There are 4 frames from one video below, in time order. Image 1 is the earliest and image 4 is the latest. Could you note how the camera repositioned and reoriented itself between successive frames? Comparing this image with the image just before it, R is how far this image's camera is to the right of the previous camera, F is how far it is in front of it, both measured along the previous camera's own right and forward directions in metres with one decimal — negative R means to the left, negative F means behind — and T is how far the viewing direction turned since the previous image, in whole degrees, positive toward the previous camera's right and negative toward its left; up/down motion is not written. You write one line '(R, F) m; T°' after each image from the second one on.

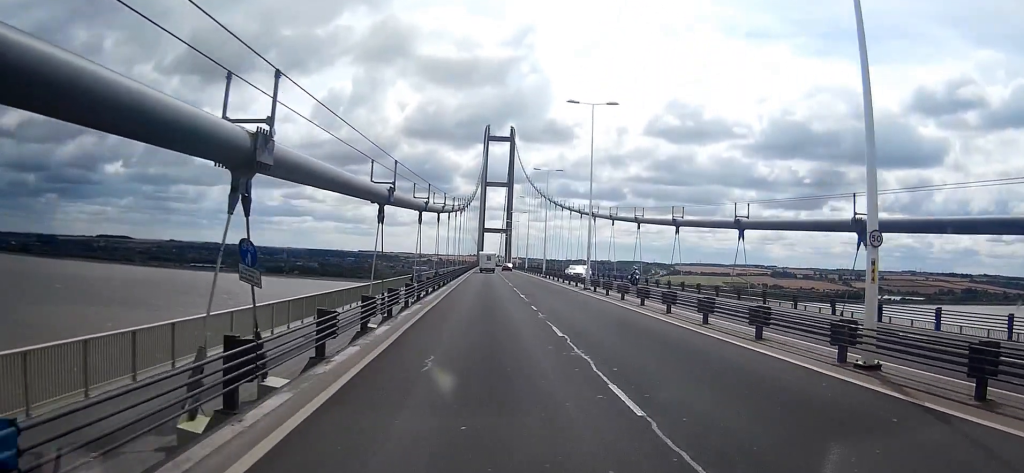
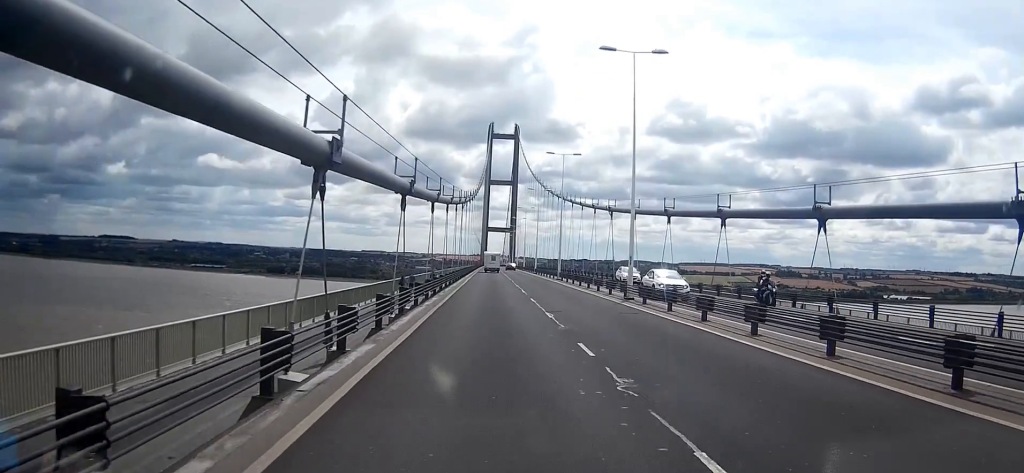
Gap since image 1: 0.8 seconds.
(0.0, +12.7) m; 0°
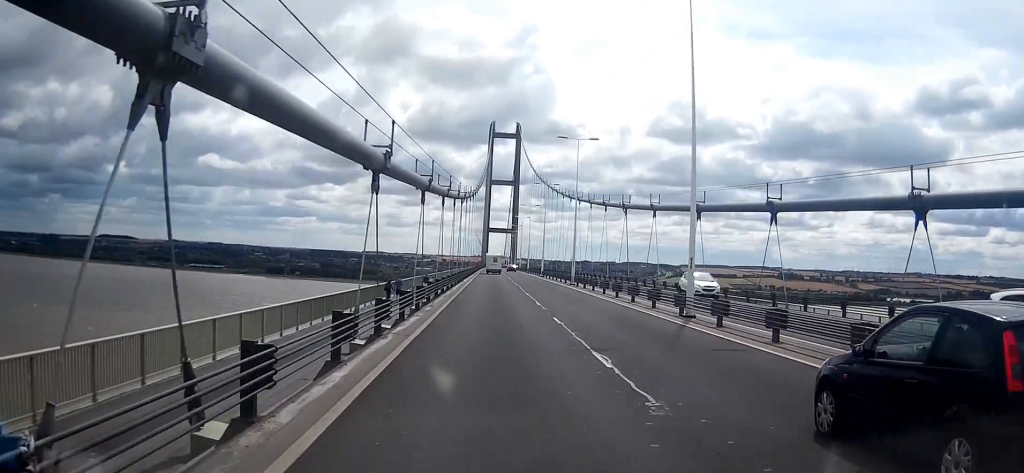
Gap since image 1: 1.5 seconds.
(0.0, +10.2) m; 0°
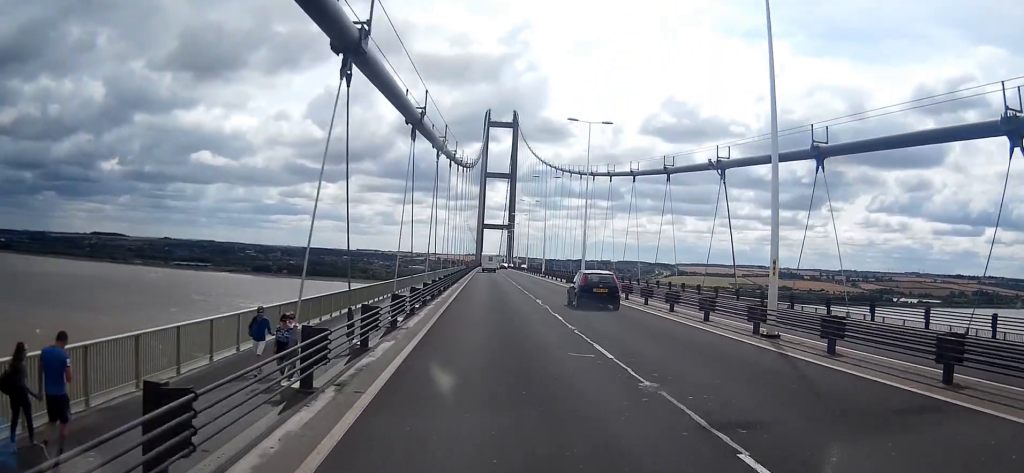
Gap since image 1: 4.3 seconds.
(+0.1, +42.9) m; +1°
